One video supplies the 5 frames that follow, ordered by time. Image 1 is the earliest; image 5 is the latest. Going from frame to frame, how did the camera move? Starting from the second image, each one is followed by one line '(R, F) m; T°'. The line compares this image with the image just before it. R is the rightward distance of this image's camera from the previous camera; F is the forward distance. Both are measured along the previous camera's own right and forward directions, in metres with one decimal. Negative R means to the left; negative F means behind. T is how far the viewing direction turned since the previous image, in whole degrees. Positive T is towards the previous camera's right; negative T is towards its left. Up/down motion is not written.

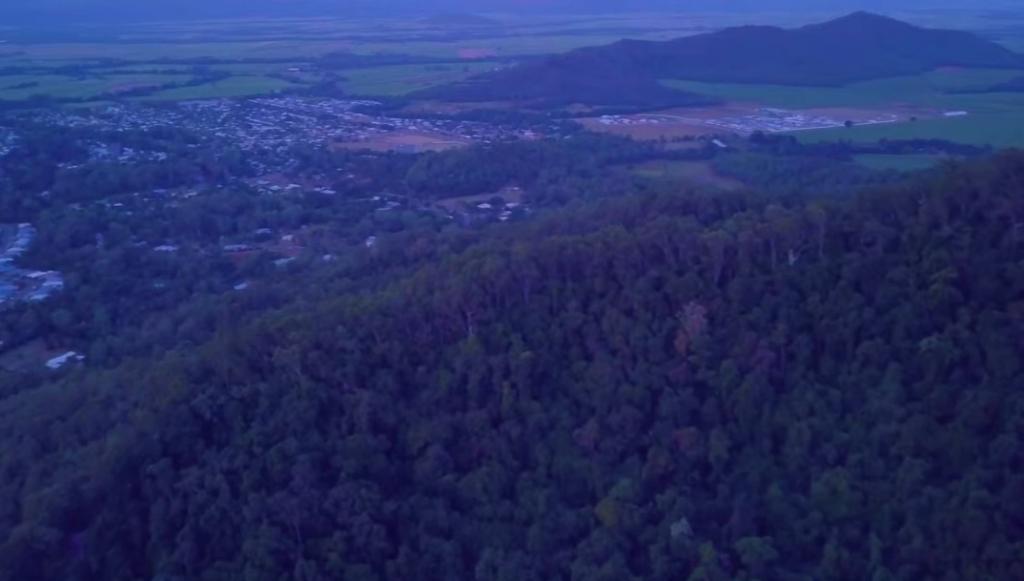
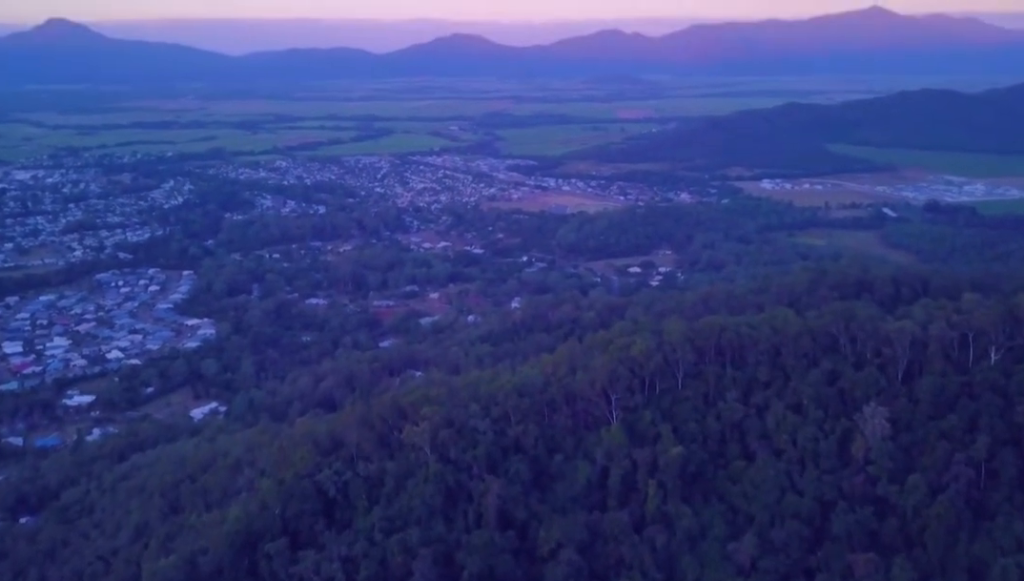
(0.0, +38.9) m; 0°
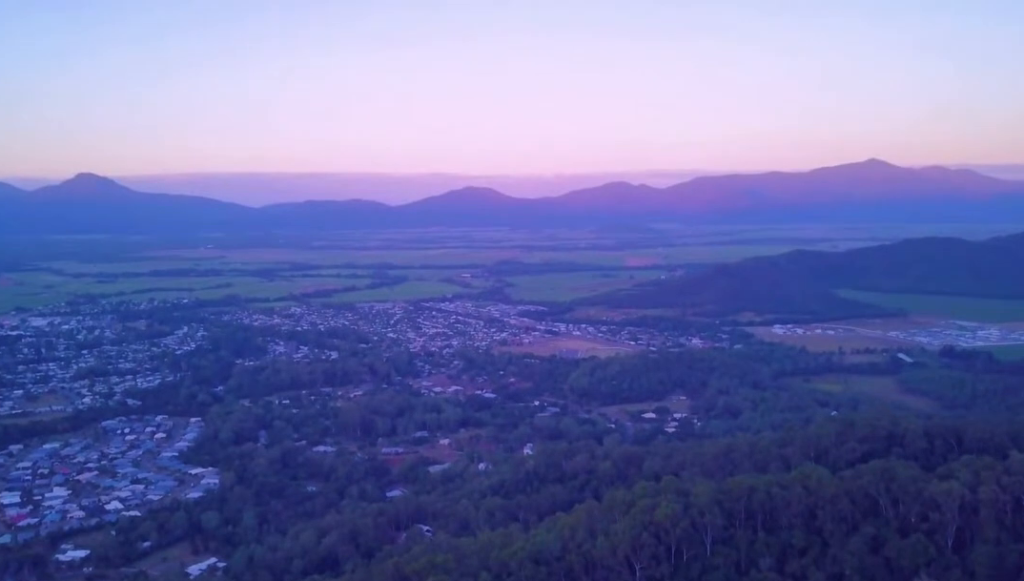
(0.0, +27.5) m; 0°
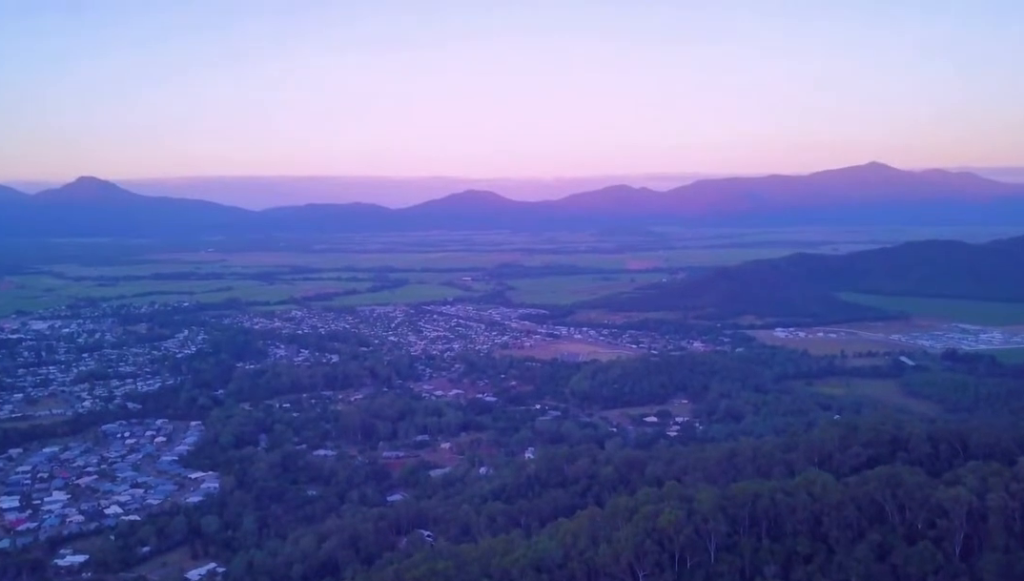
(0.0, +5.0) m; 0°
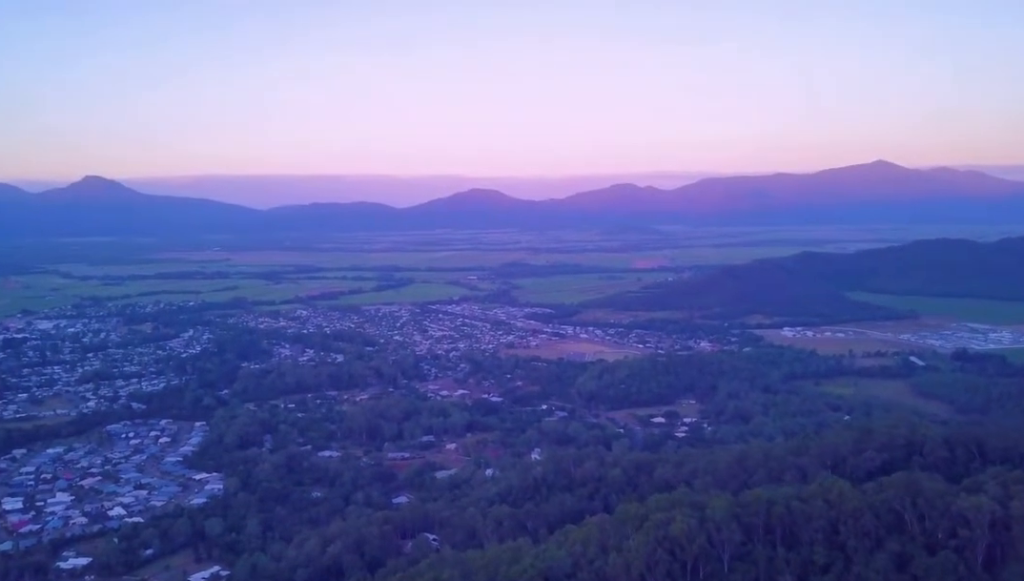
(0.0, +11.4) m; 0°
